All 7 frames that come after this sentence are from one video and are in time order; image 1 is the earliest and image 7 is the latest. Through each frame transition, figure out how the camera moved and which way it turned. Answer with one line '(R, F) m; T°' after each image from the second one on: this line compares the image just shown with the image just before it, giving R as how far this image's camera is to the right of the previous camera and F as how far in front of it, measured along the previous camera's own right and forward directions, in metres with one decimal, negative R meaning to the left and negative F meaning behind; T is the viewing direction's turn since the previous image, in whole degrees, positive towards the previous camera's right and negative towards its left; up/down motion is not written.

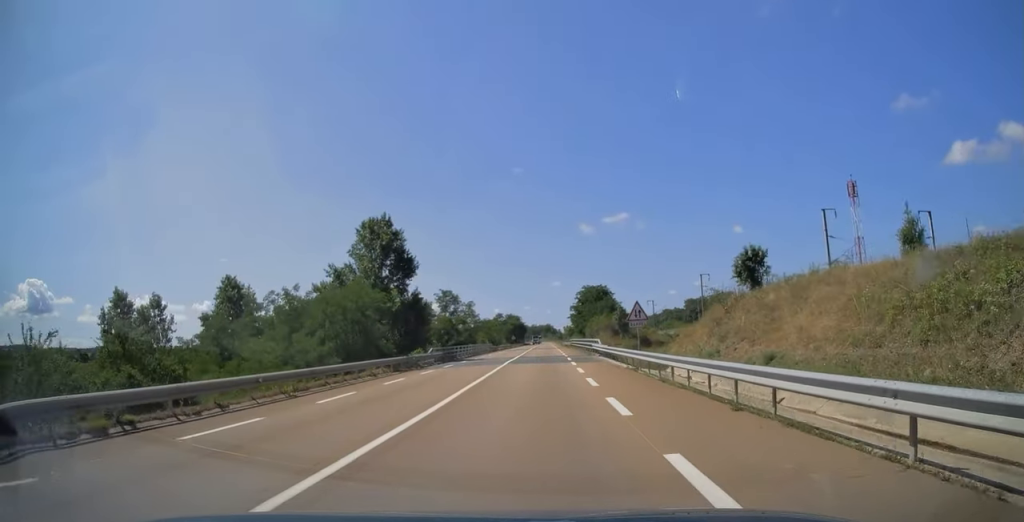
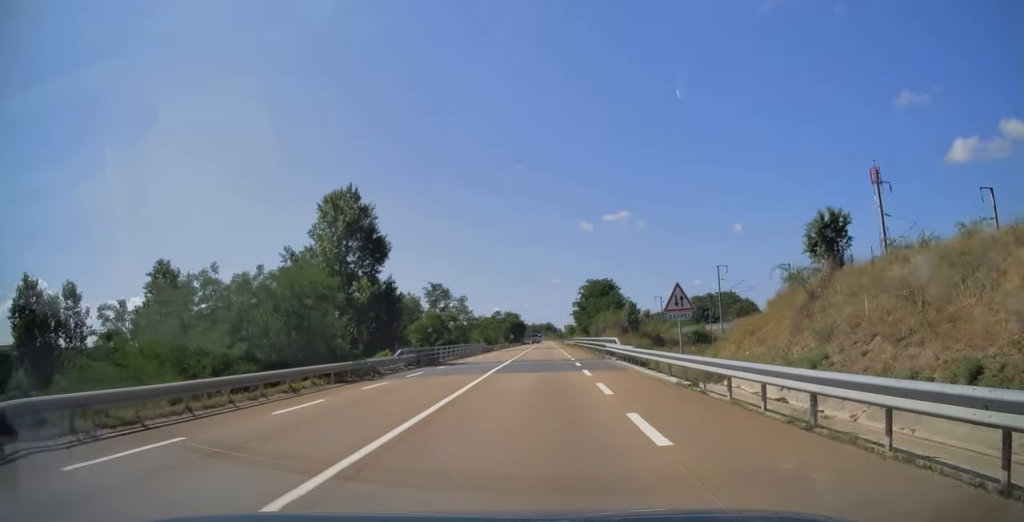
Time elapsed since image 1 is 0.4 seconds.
(0.0, +9.3) m; 0°
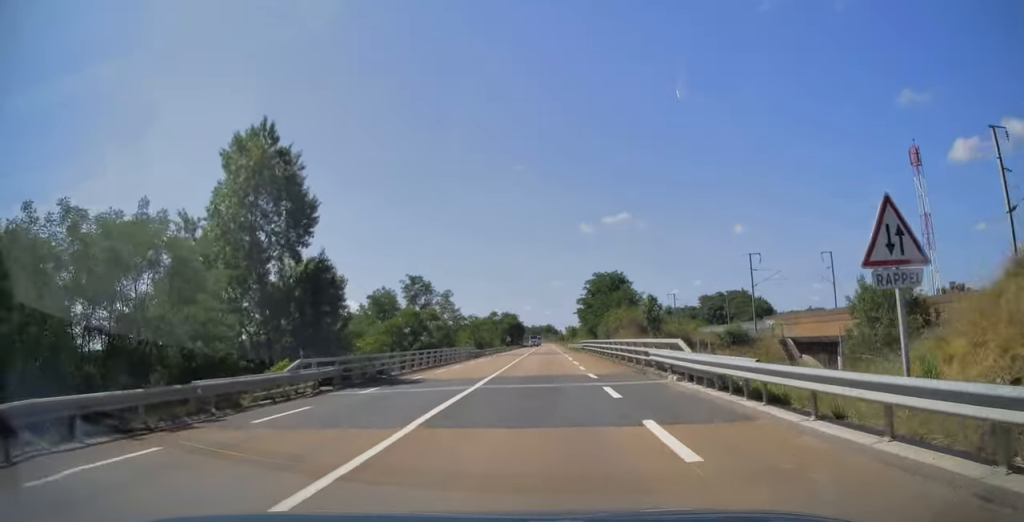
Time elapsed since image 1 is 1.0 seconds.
(+0.1, +13.7) m; 0°
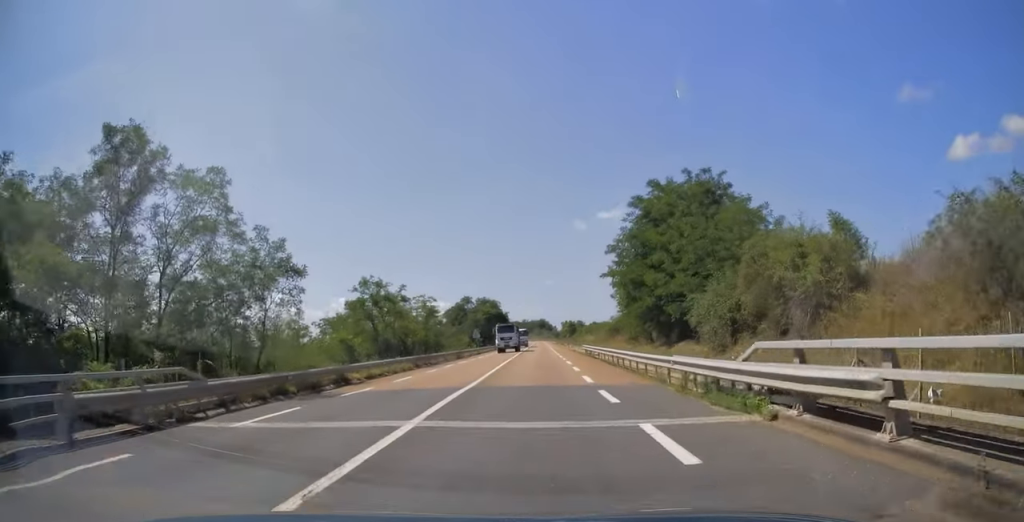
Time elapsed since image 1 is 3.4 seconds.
(+0.1, +52.8) m; 0°
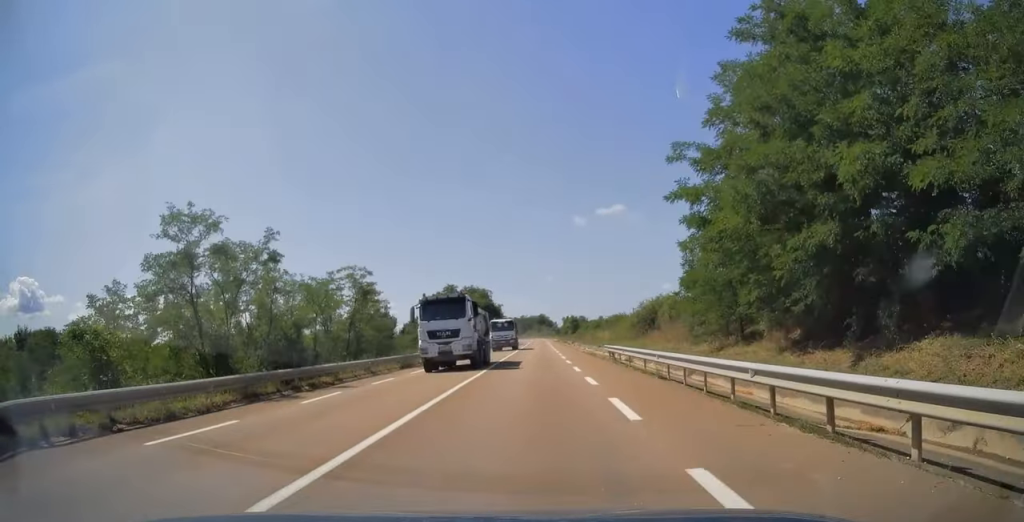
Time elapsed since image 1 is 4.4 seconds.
(+0.1, +22.4) m; 0°
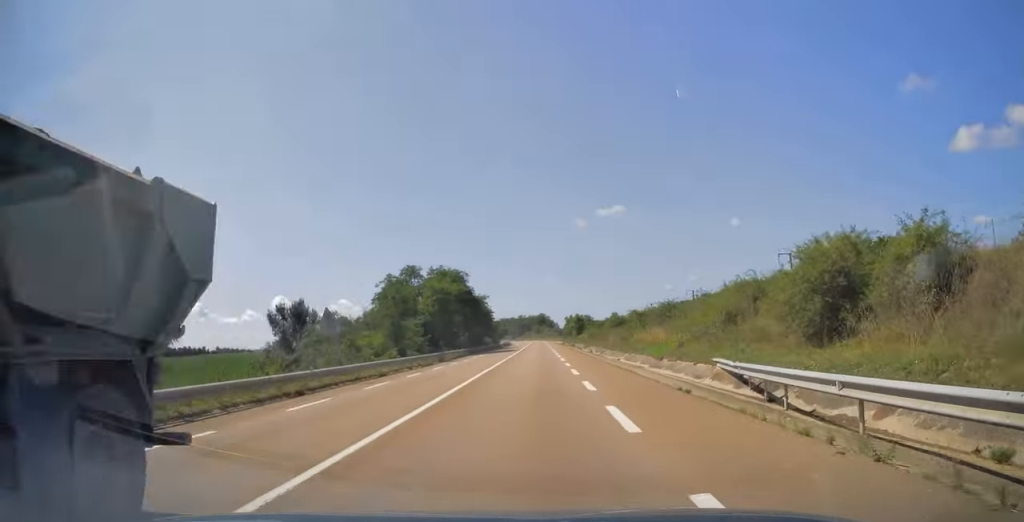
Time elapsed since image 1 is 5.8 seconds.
(0.0, +33.4) m; 0°
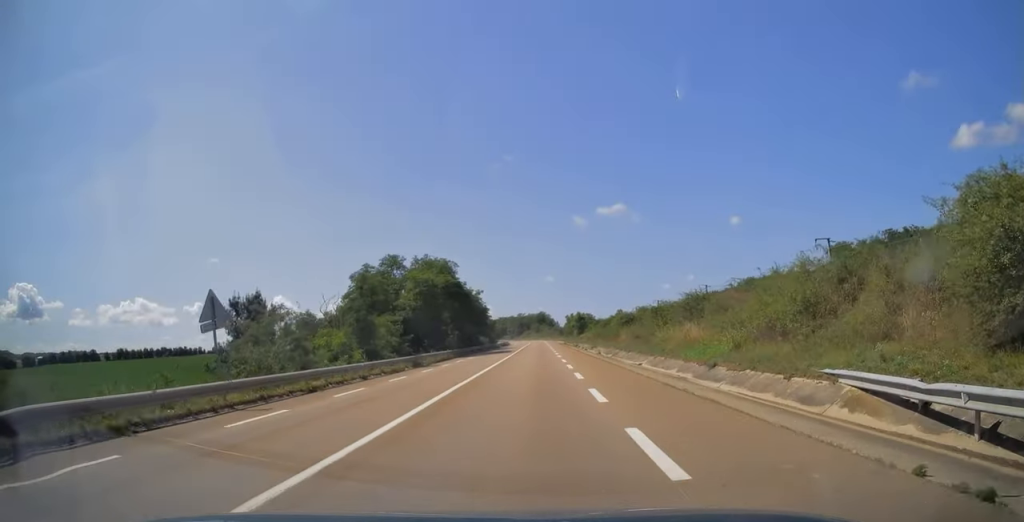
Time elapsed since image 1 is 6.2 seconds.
(0.0, +9.5) m; 0°
